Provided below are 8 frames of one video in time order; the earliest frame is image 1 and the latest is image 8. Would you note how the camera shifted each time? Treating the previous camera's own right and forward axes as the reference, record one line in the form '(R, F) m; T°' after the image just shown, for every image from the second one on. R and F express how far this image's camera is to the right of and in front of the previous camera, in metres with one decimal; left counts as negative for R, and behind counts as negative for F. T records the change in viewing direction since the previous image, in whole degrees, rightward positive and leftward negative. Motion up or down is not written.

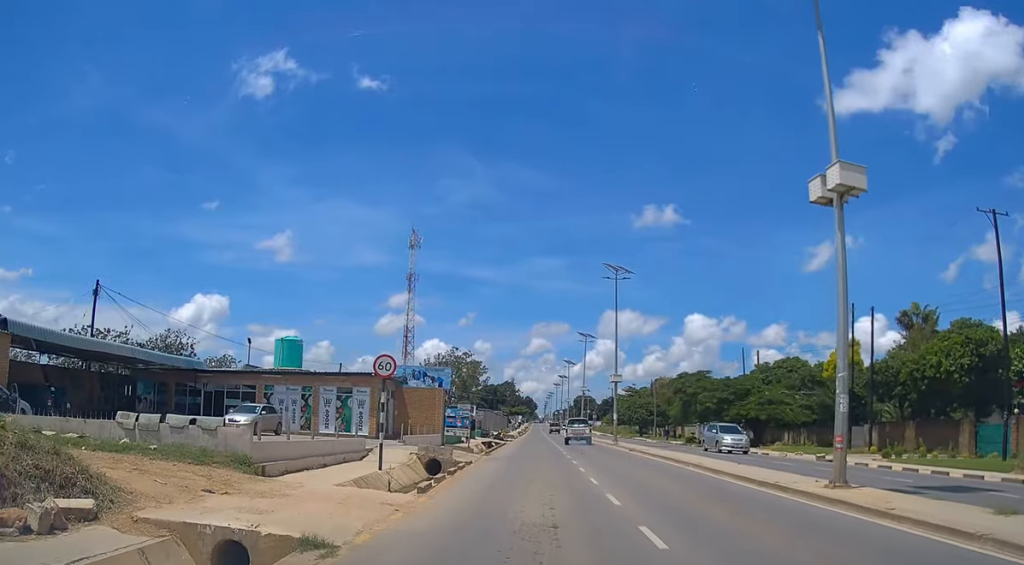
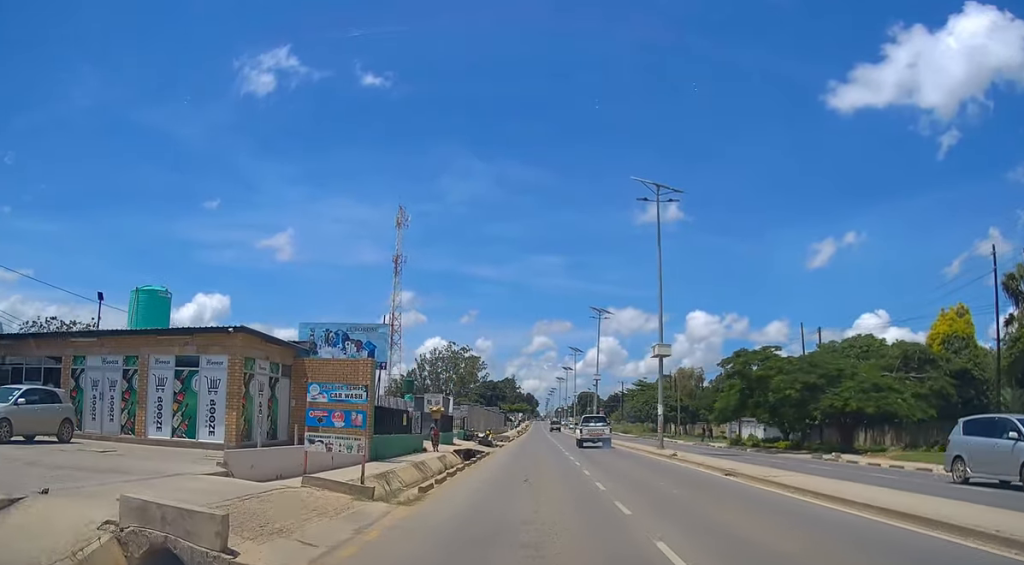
(0.0, +17.5) m; 0°
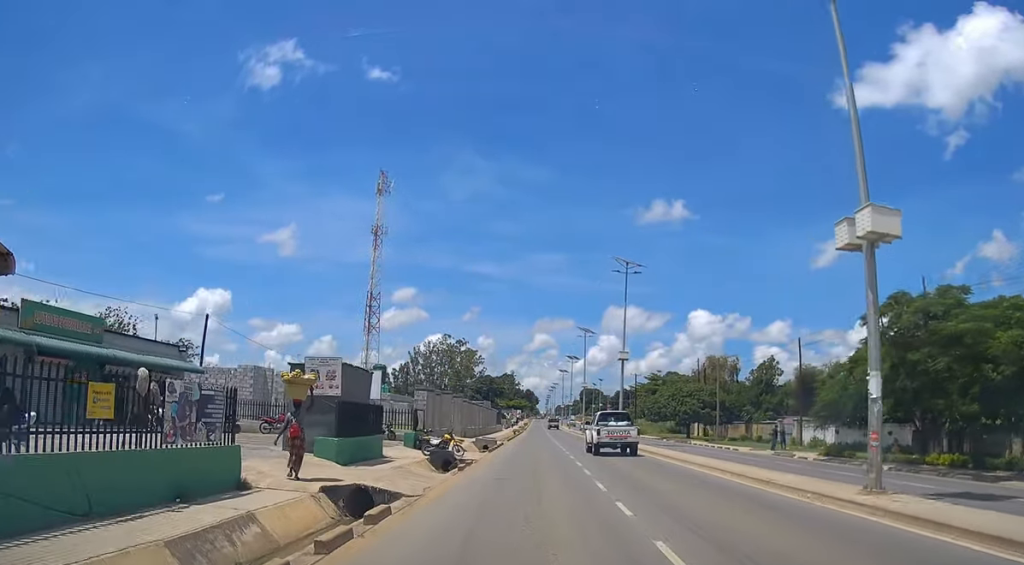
(0.0, +20.6) m; 0°
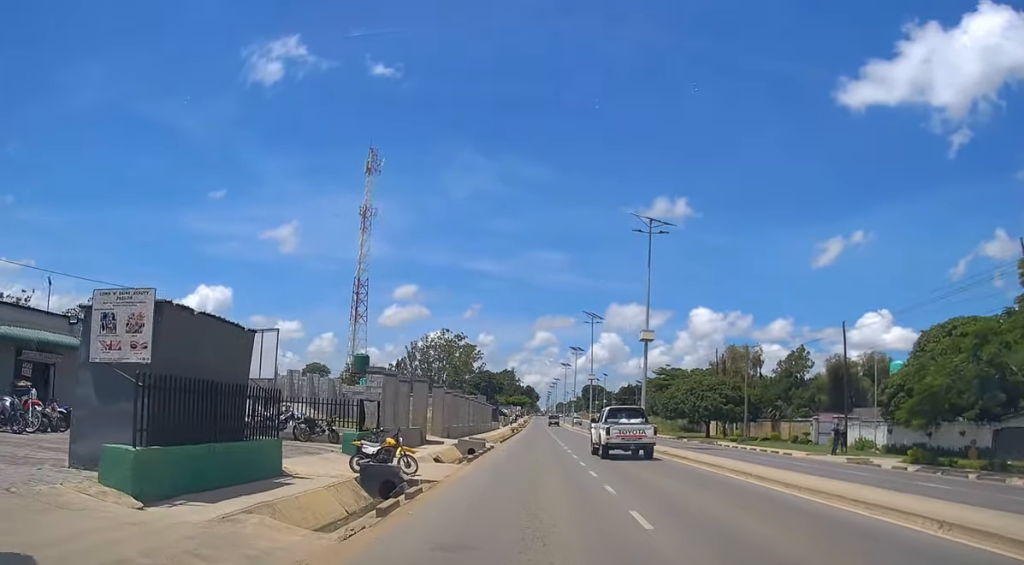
(0.0, +9.9) m; 0°
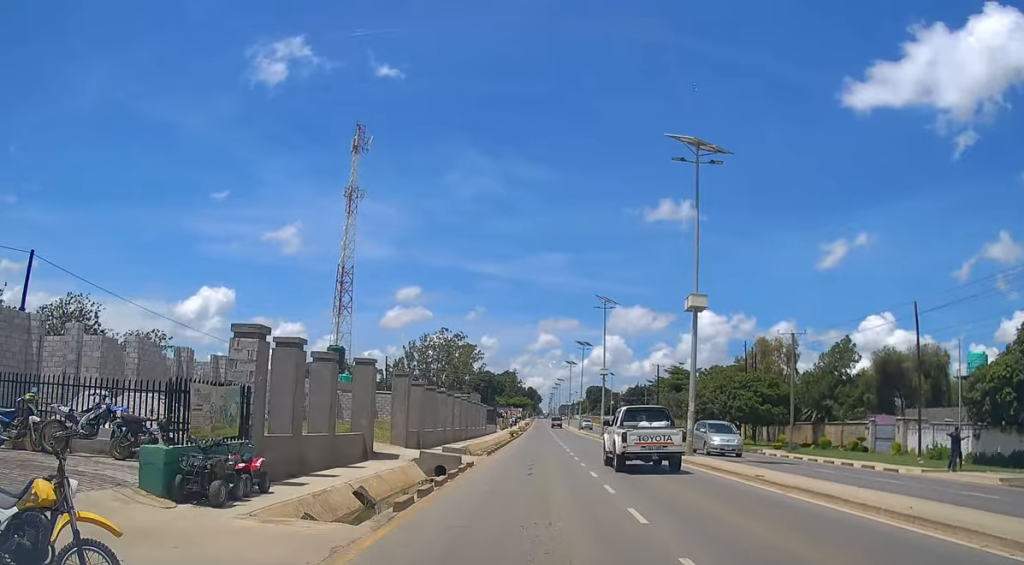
(0.0, +11.4) m; 0°
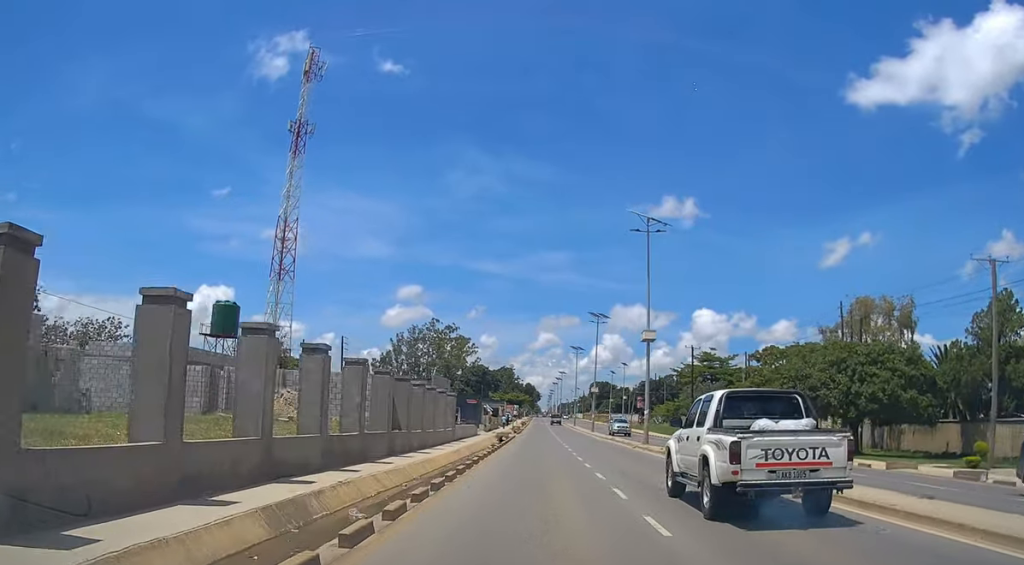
(+0.1, +25.6) m; 0°
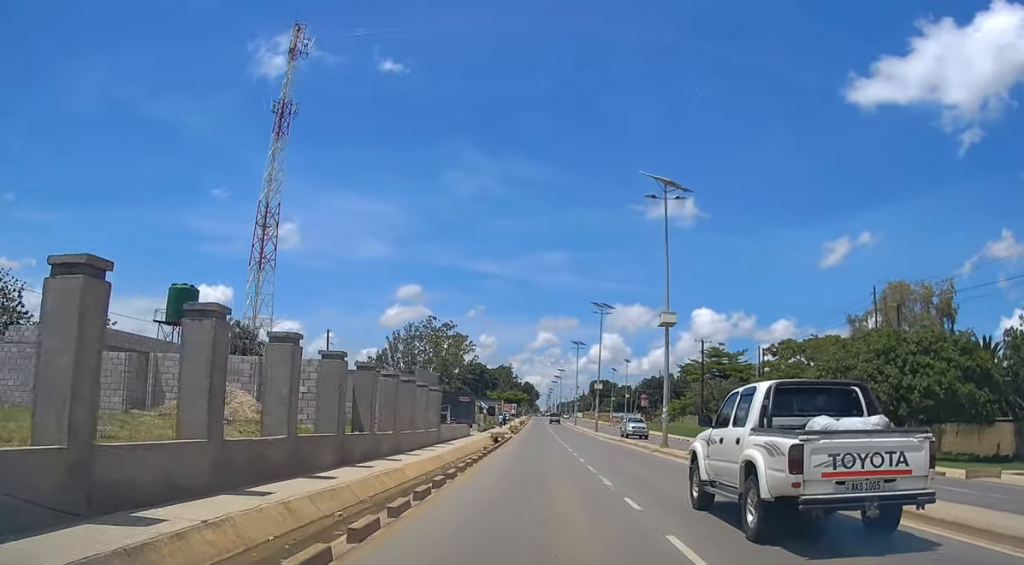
(0.0, +5.8) m; 0°
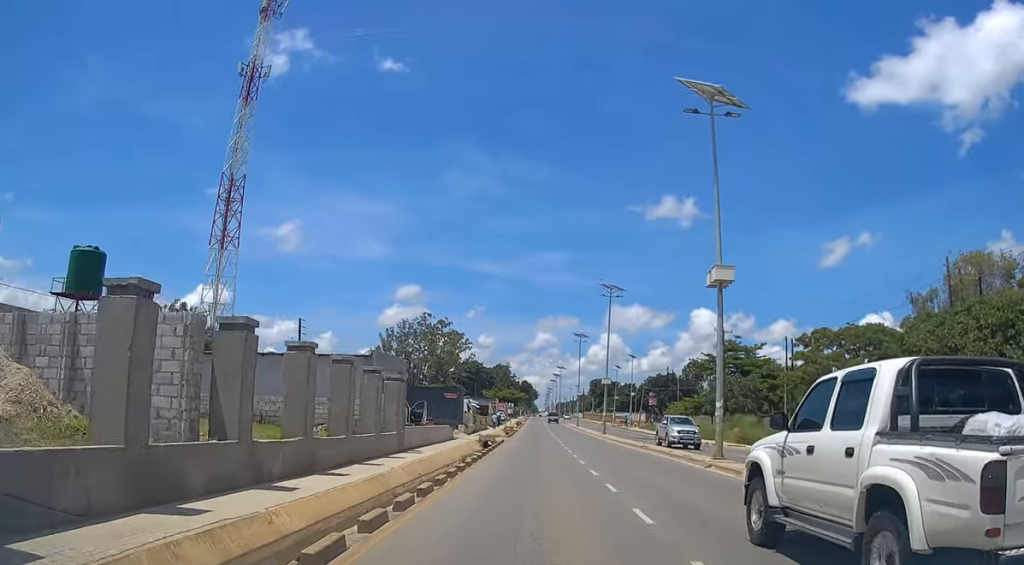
(0.0, +9.6) m; 0°
